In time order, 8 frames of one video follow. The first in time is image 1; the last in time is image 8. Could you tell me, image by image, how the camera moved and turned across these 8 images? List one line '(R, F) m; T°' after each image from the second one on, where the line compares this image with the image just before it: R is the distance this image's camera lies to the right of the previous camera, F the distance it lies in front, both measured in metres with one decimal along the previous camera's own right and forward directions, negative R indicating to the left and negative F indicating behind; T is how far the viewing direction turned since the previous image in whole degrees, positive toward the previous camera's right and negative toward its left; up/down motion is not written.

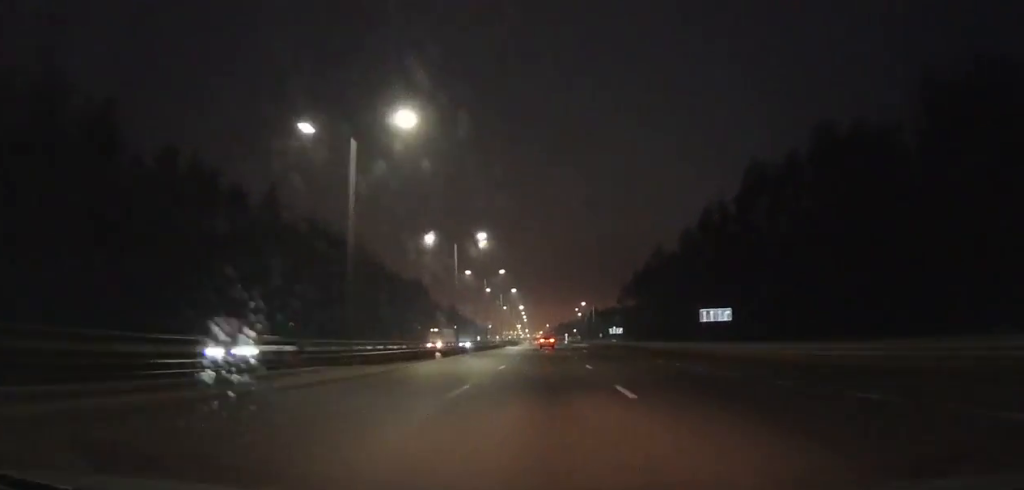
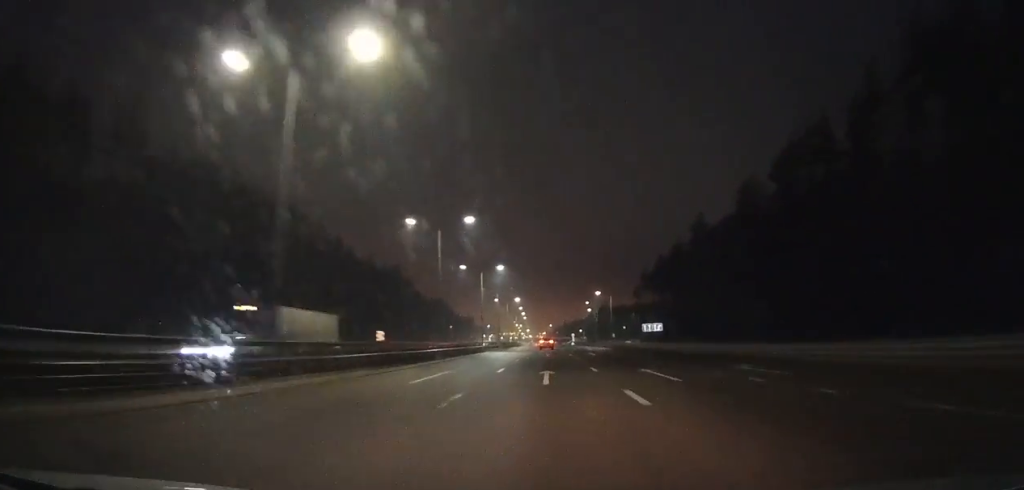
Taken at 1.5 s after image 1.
(-0.1, +37.0) m; 0°
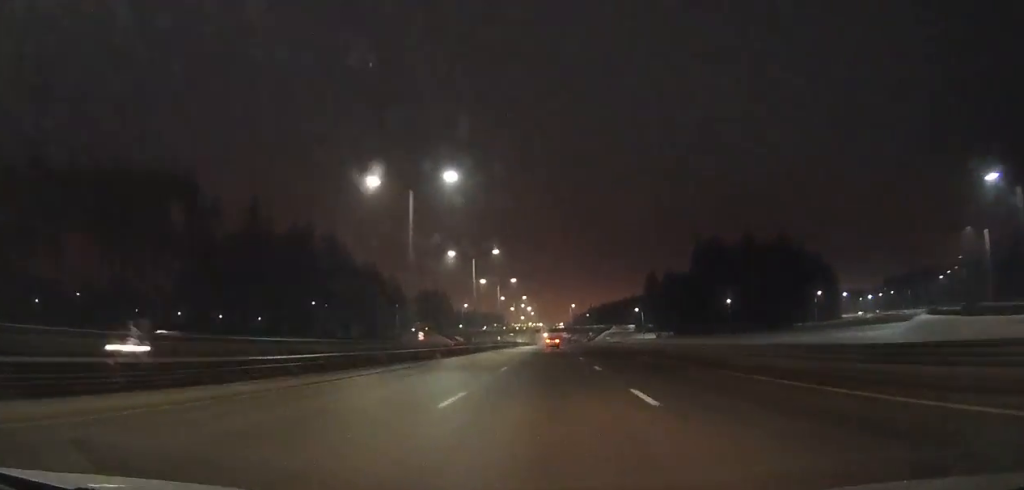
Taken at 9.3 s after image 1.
(-3.9, +192.7) m; -2°
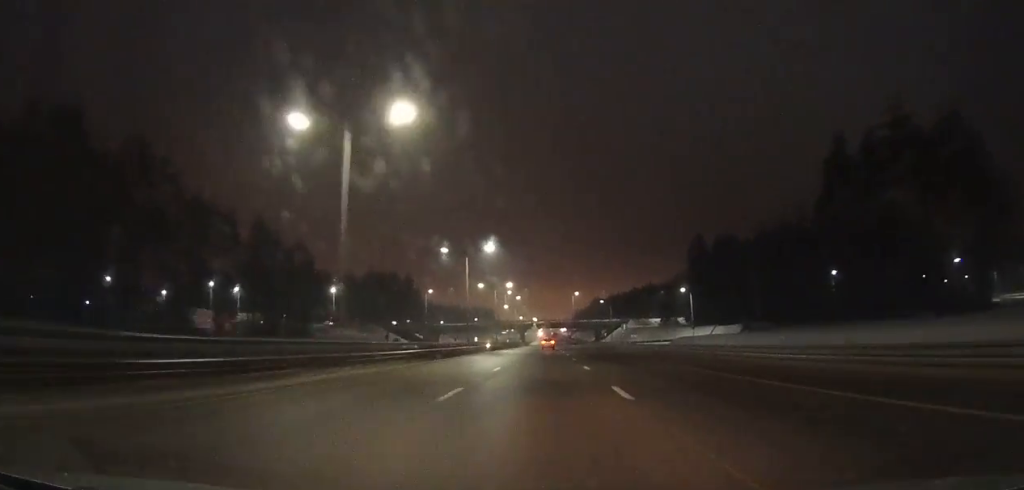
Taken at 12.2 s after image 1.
(+0.1, +71.8) m; 0°
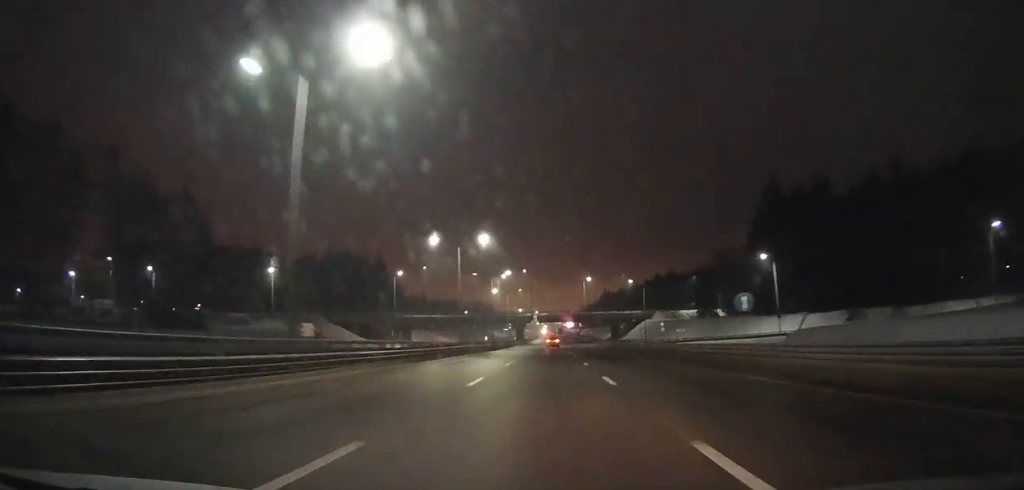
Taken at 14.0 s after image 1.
(0.0, +44.6) m; 0°
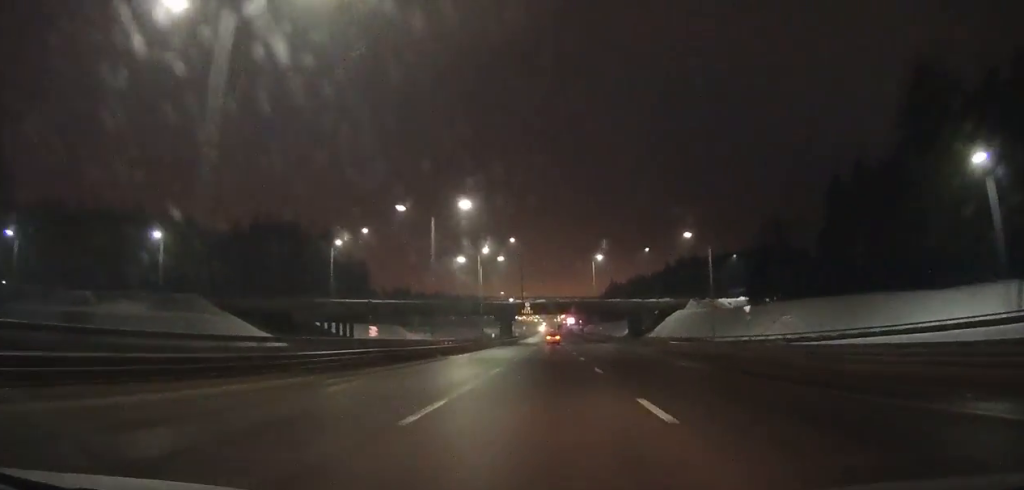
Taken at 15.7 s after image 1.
(0.0, +42.2) m; 0°
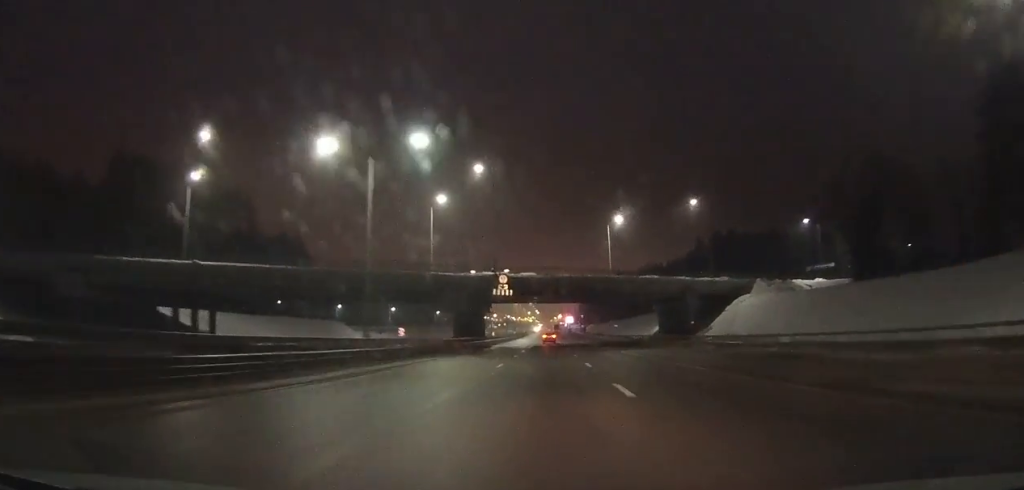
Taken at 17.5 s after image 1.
(+0.1, +44.9) m; 0°
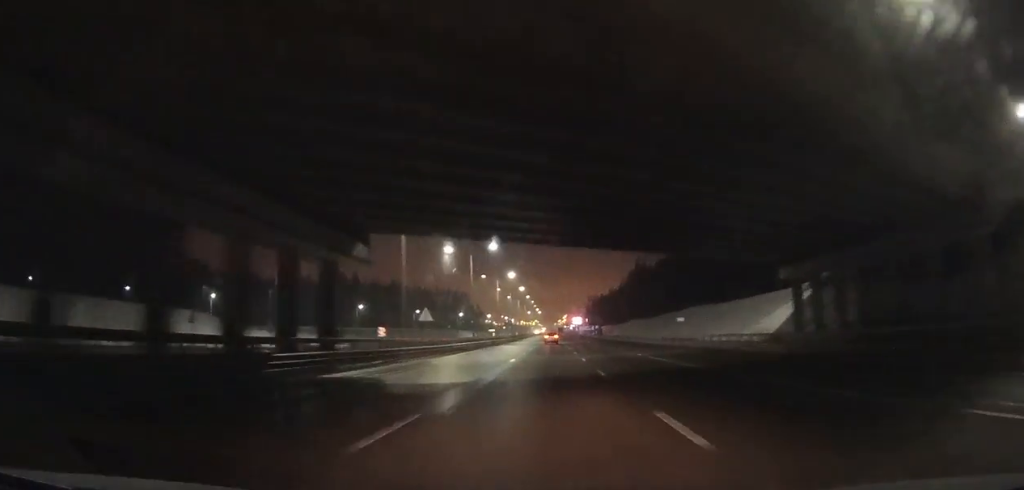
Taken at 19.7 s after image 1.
(0.0, +54.9) m; 0°
